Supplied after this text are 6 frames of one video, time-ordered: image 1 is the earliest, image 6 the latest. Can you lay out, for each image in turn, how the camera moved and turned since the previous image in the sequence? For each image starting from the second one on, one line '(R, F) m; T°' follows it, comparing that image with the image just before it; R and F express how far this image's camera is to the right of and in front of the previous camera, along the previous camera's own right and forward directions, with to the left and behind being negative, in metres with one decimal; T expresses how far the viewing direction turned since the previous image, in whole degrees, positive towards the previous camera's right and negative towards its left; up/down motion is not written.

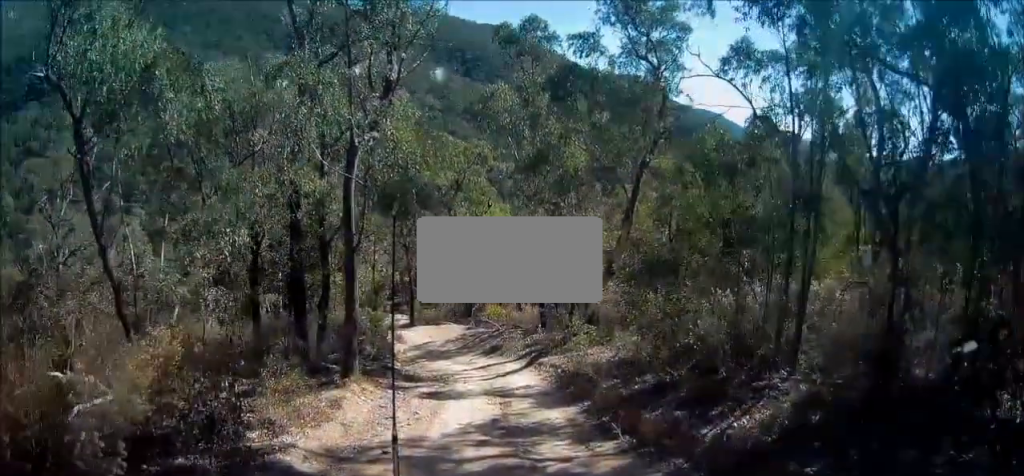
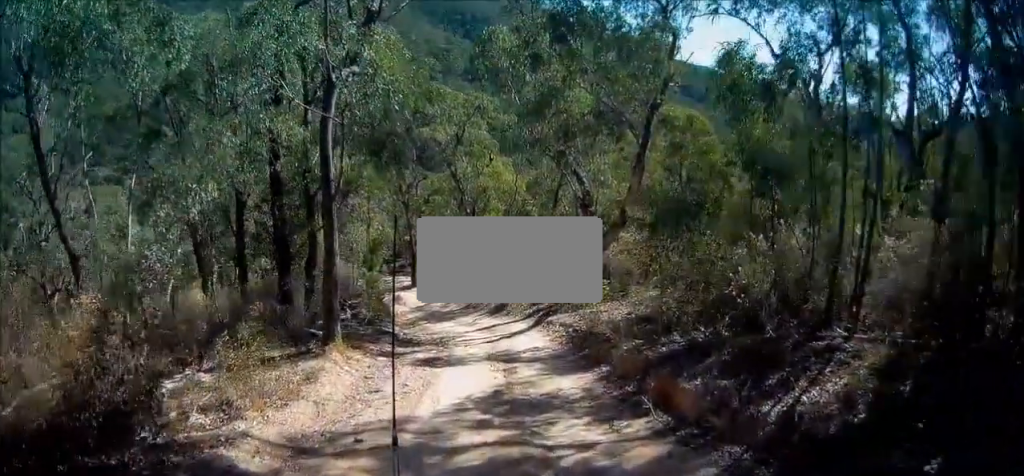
(0.0, +1.4) m; 0°
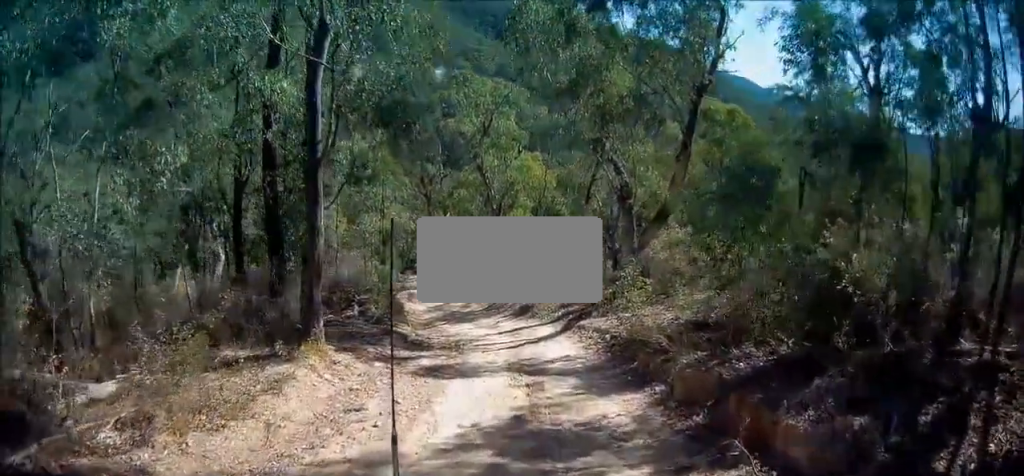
(0.0, +2.0) m; +3°
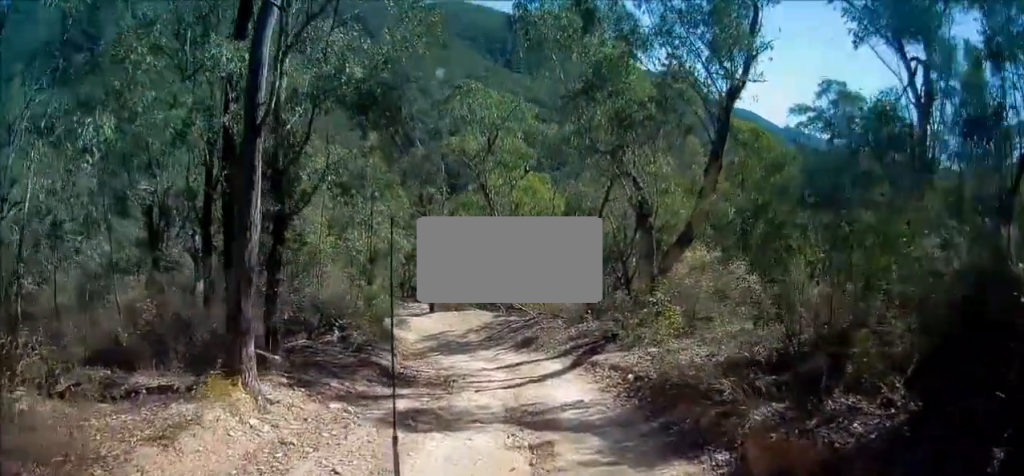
(+0.1, +2.1) m; +2°
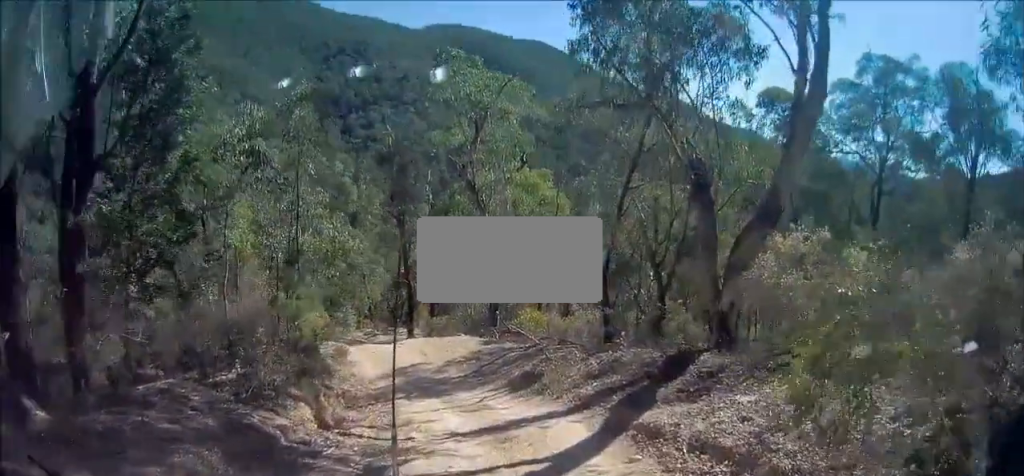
(+0.3, +5.9) m; +6°
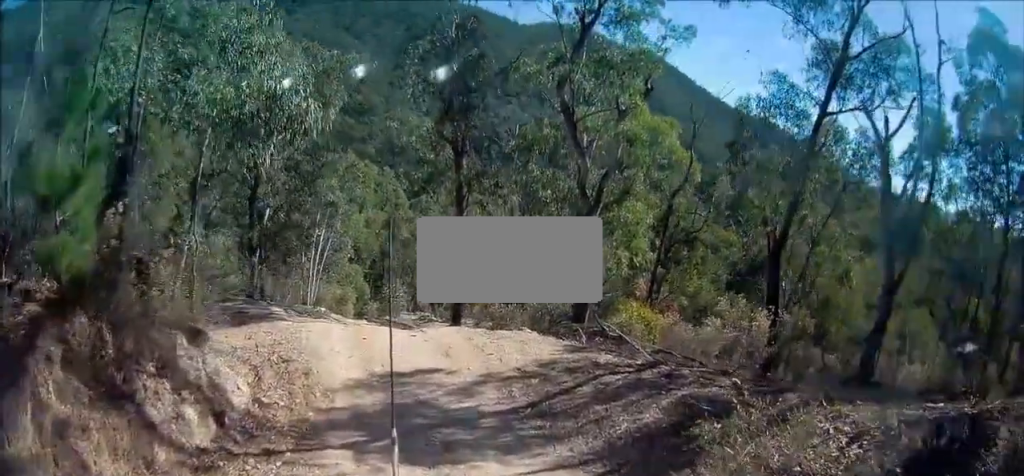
(-1.3, +8.7) m; -23°
